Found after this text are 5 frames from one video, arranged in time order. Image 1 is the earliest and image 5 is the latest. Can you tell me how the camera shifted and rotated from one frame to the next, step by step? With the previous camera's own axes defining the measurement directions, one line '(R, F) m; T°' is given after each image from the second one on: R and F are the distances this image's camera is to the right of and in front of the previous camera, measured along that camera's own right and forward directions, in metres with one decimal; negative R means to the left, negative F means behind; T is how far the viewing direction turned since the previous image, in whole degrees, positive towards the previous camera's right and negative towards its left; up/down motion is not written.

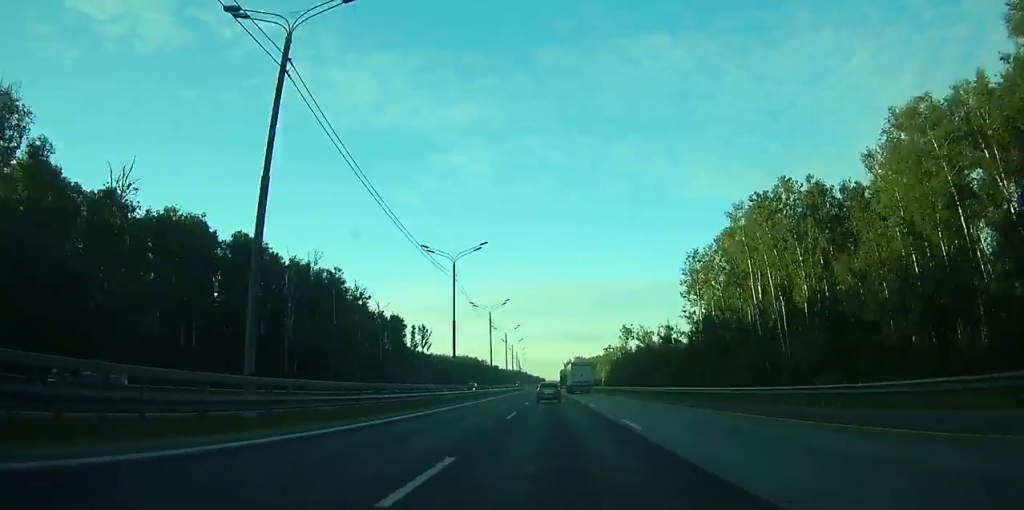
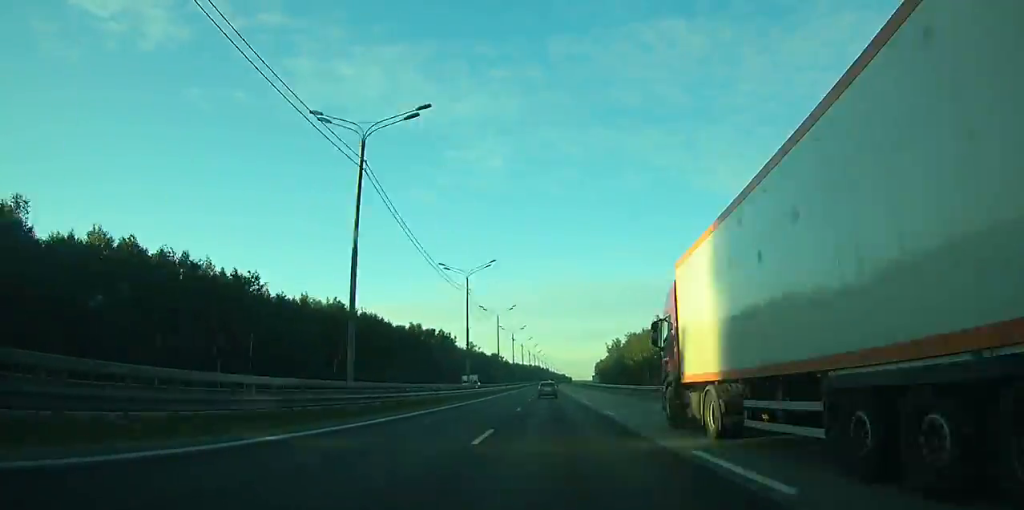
(-6.9, +259.1) m; -2°
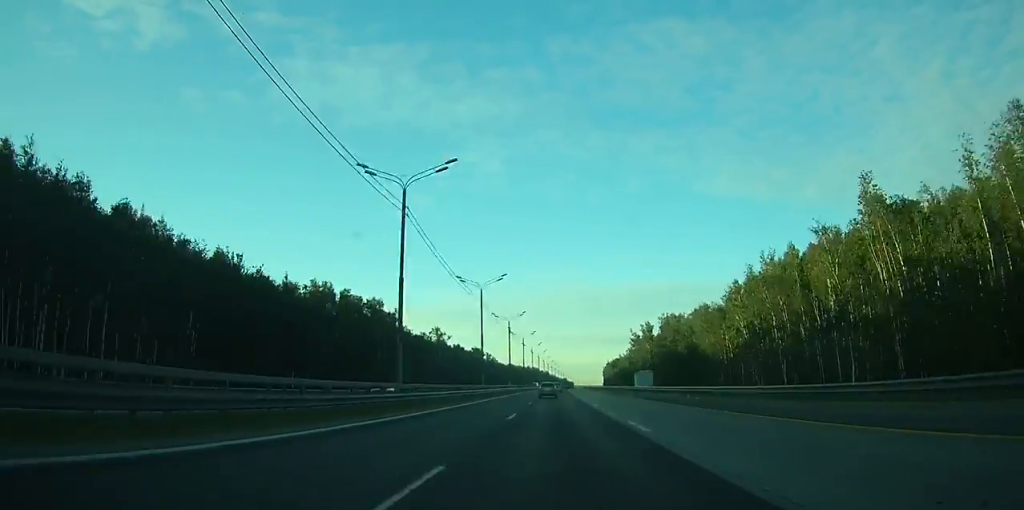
(-0.4, +107.5) m; 0°
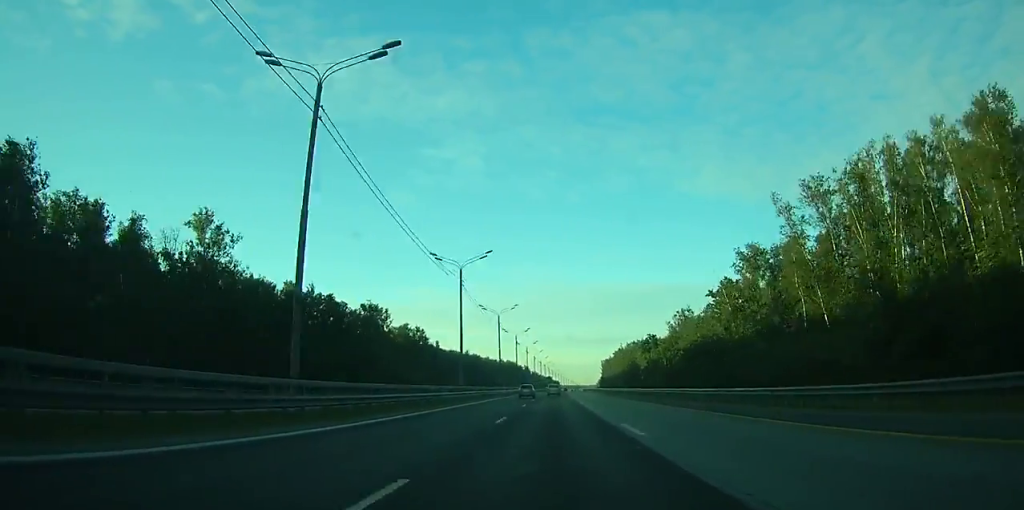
(+1.7, +166.3) m; +1°
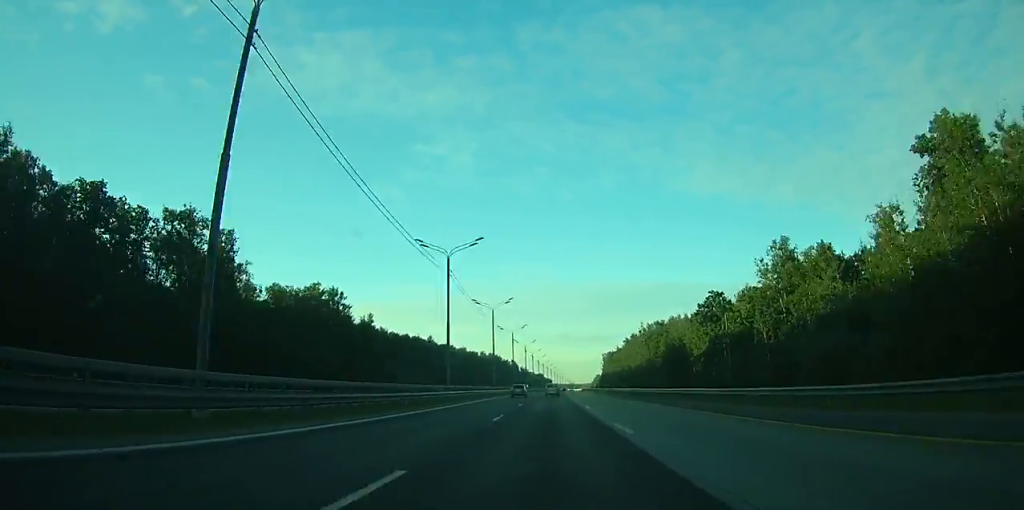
(+0.5, +74.3) m; +1°
